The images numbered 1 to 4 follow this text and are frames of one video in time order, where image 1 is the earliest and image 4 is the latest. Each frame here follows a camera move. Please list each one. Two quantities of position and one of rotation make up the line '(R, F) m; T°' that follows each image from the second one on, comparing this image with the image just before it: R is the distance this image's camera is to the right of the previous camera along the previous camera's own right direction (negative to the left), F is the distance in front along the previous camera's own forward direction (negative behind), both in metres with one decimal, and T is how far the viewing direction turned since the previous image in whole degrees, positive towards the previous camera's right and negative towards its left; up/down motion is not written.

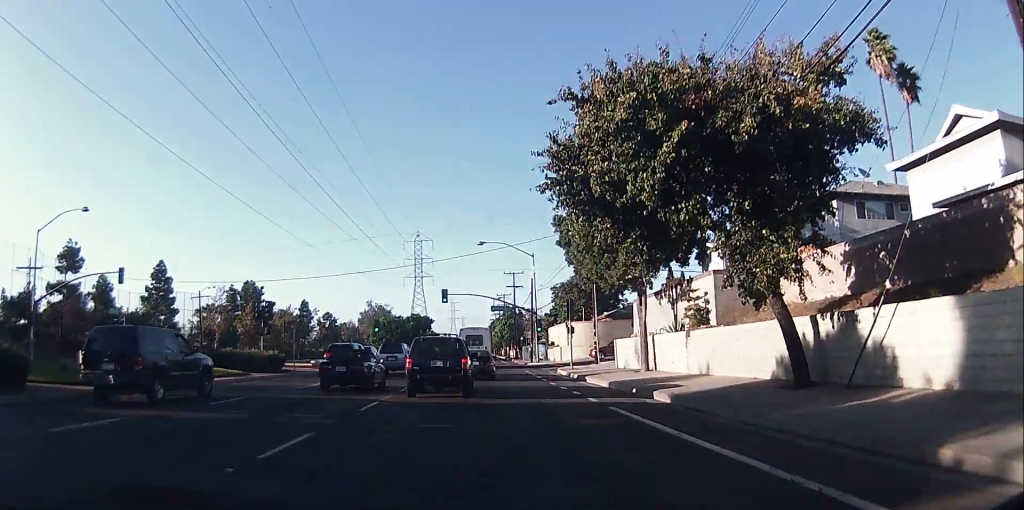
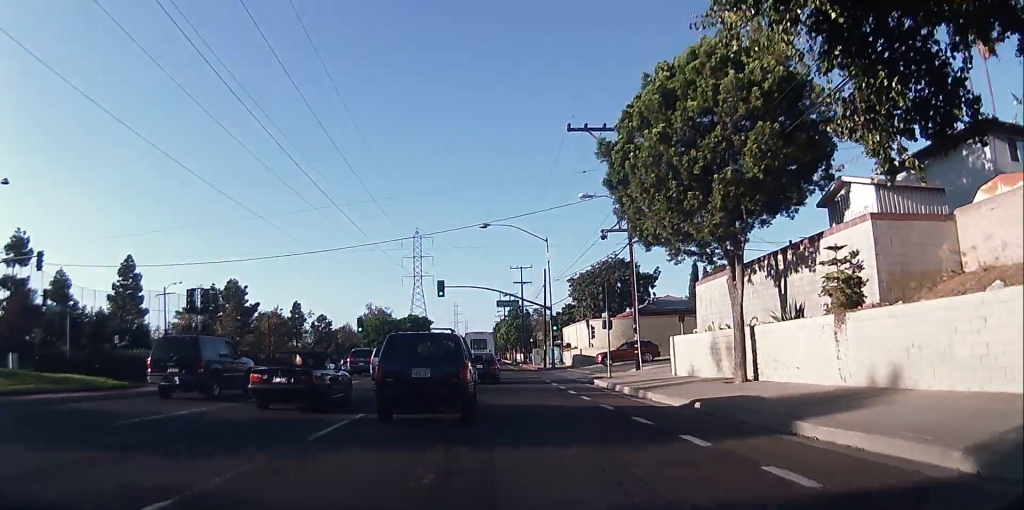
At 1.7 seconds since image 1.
(-0.1, +12.0) m; 0°
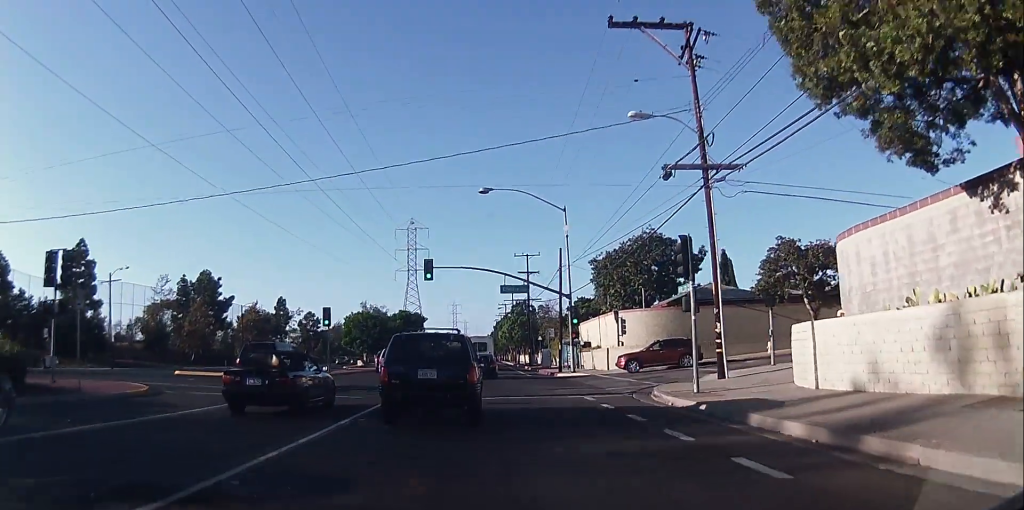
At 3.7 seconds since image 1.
(+0.3, +12.1) m; +3°
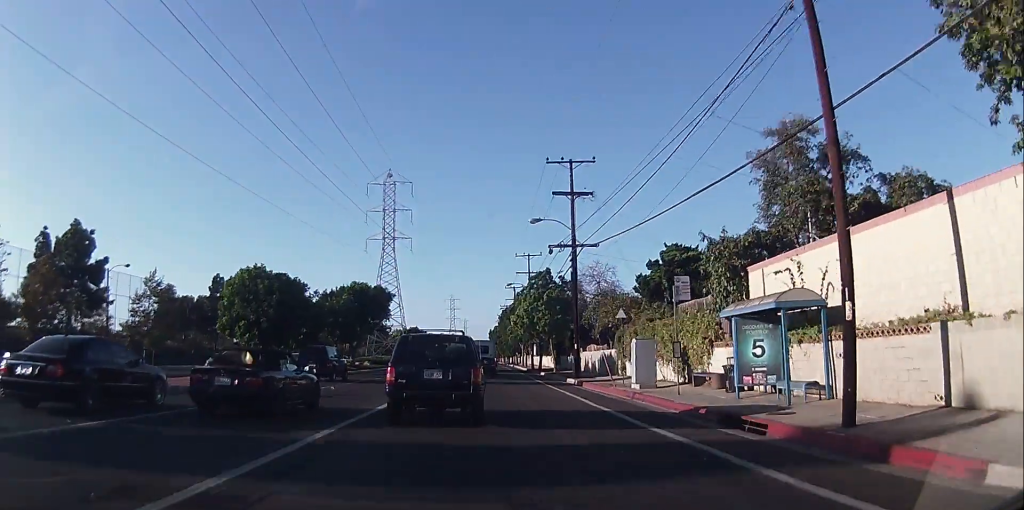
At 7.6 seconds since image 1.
(-1.9, +36.7) m; -4°
